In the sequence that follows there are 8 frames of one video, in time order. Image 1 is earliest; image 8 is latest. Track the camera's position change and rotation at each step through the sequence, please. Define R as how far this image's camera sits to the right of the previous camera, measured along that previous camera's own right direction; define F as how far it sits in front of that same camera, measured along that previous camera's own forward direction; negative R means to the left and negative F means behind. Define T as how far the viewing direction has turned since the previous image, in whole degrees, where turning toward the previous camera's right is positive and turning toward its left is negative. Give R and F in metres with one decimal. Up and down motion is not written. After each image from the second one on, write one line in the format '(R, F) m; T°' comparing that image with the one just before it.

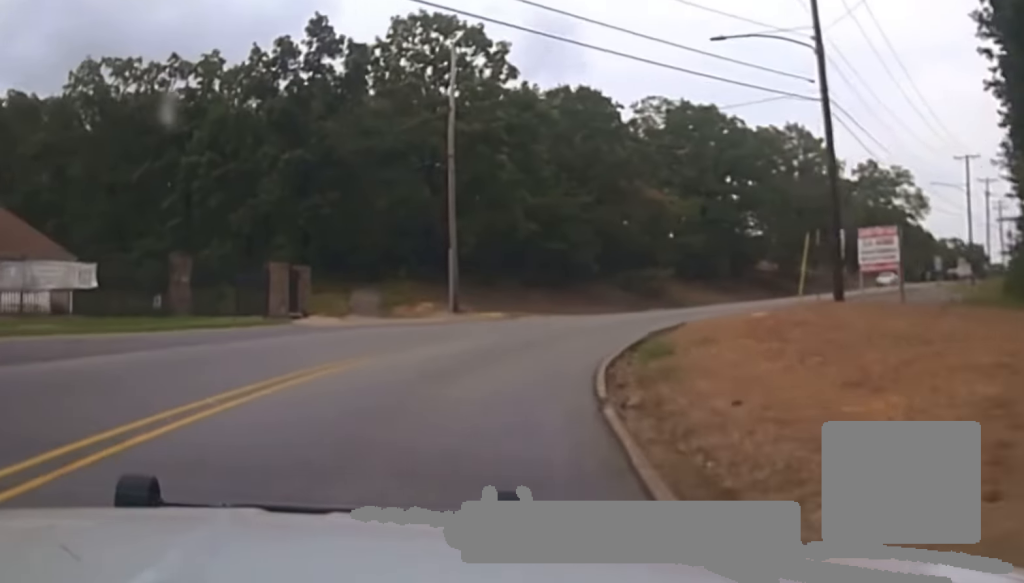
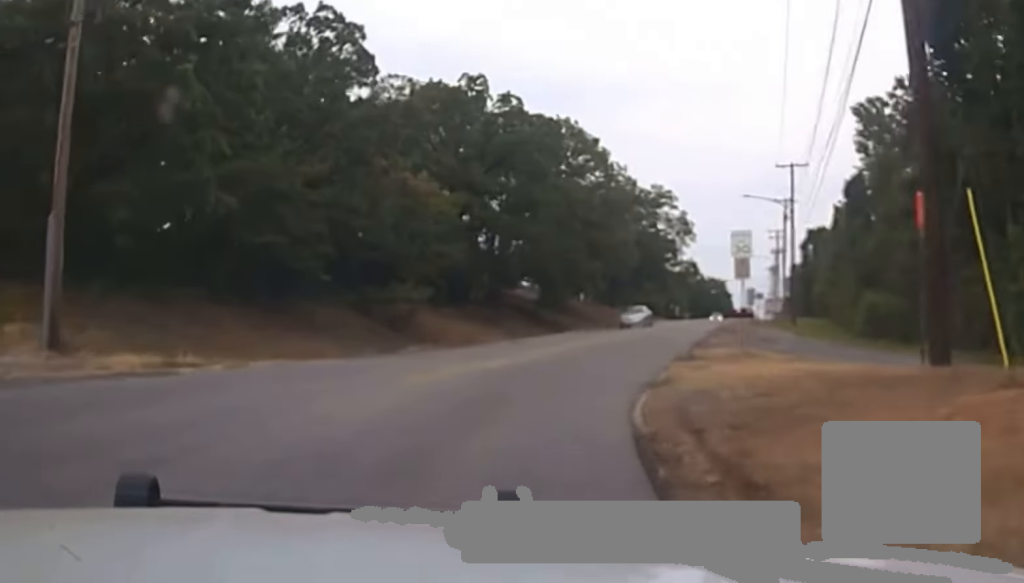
(+2.6, +20.3) m; +18°
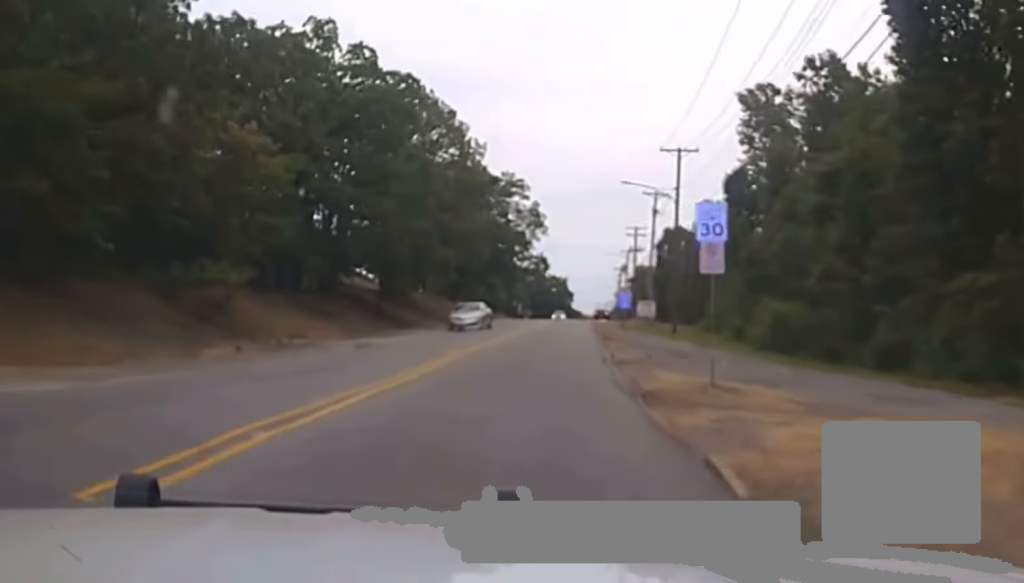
(0.0, +9.4) m; +9°
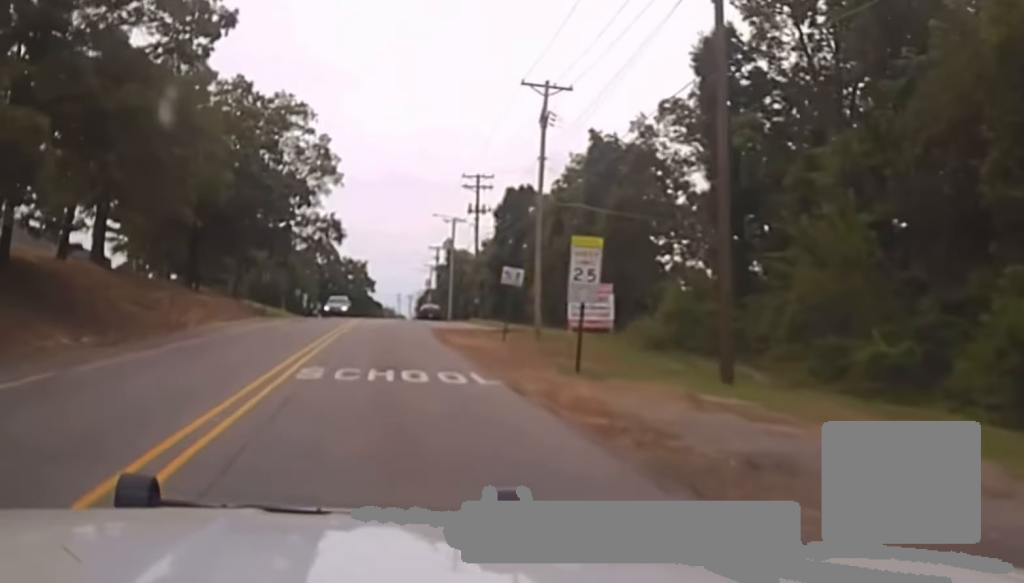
(+6.9, +45.9) m; +9°
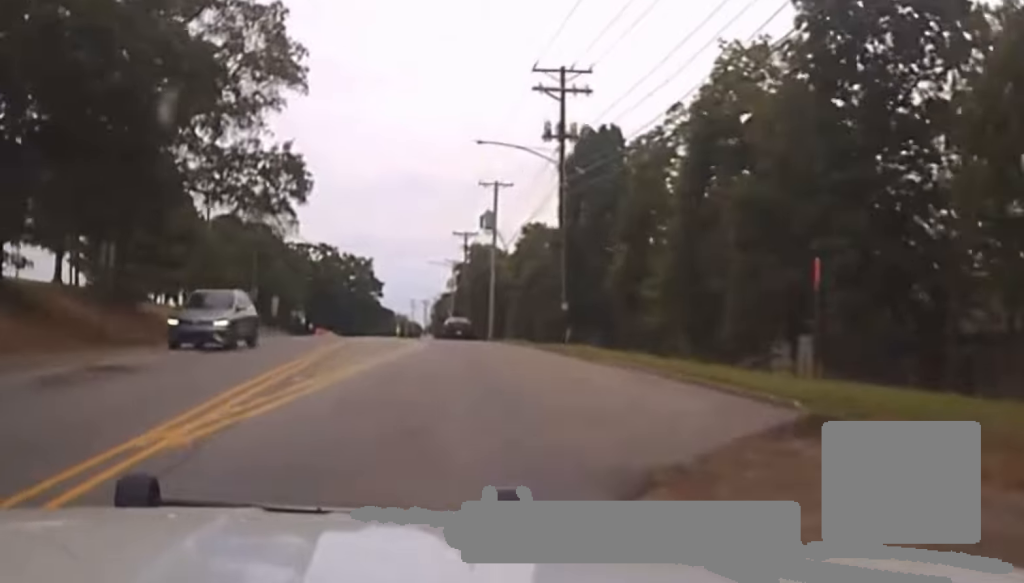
(+0.2, +40.8) m; +1°
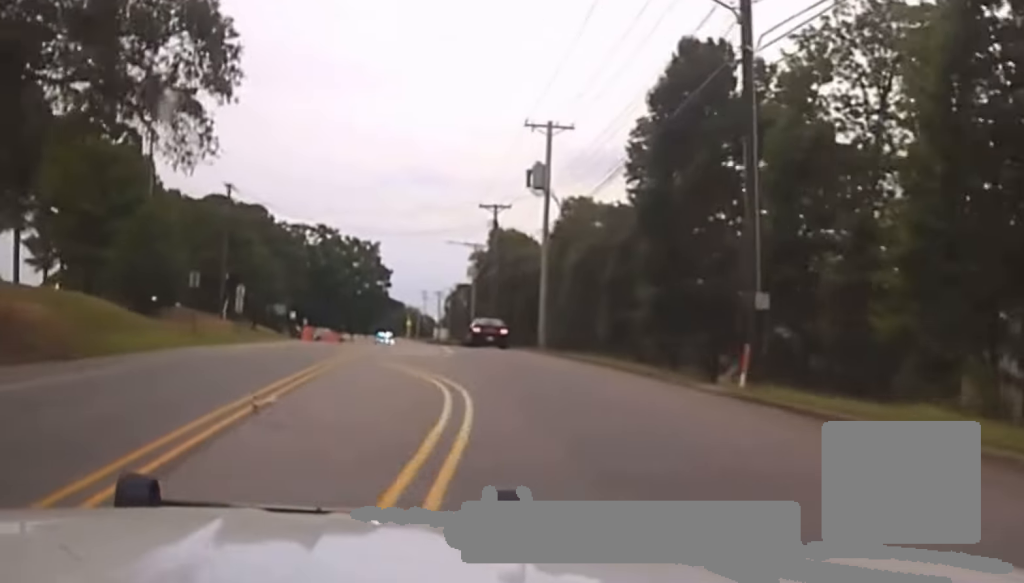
(+0.1, +22.9) m; +1°
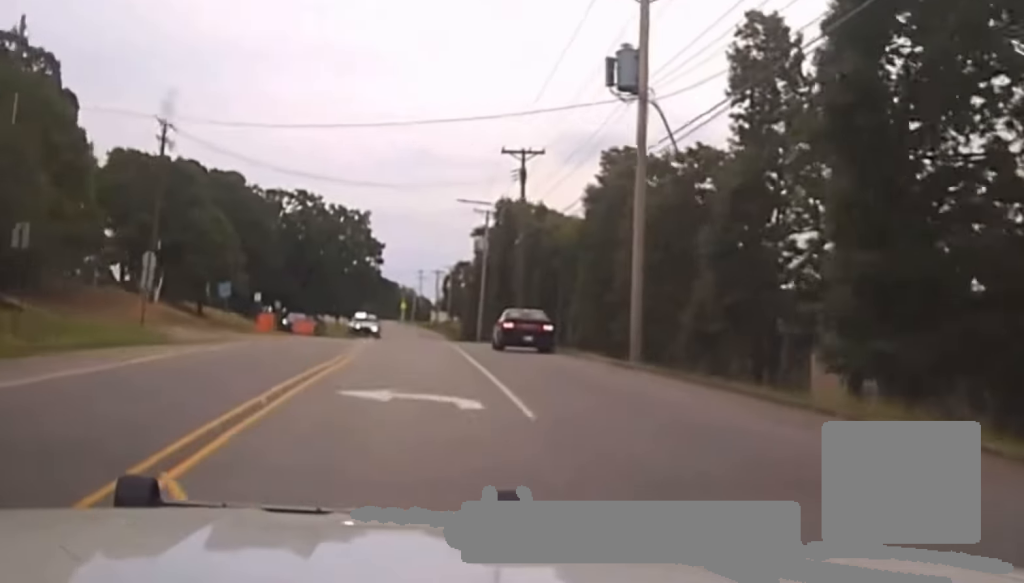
(+0.2, +23.2) m; 0°
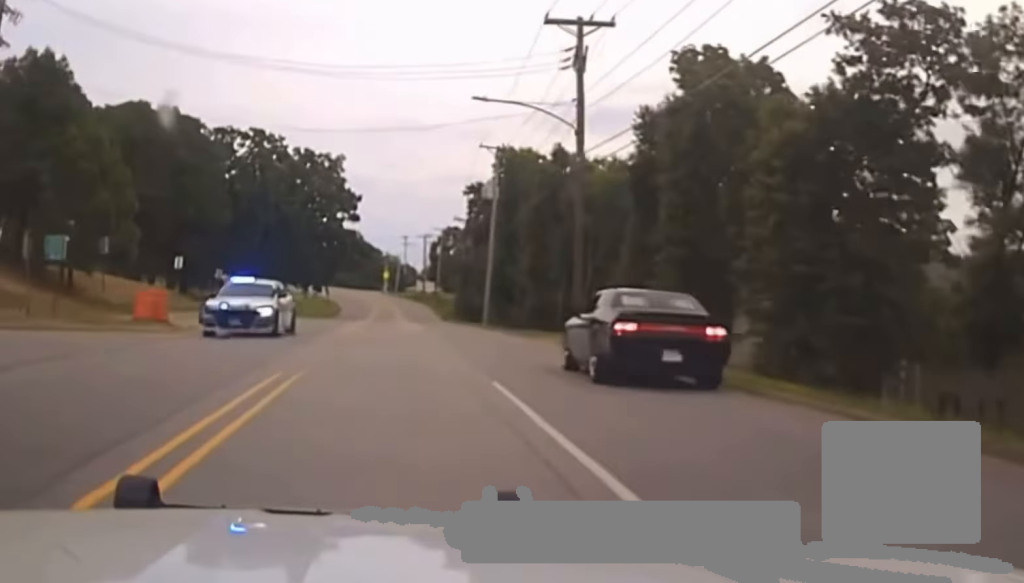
(+0.1, +25.8) m; 0°
